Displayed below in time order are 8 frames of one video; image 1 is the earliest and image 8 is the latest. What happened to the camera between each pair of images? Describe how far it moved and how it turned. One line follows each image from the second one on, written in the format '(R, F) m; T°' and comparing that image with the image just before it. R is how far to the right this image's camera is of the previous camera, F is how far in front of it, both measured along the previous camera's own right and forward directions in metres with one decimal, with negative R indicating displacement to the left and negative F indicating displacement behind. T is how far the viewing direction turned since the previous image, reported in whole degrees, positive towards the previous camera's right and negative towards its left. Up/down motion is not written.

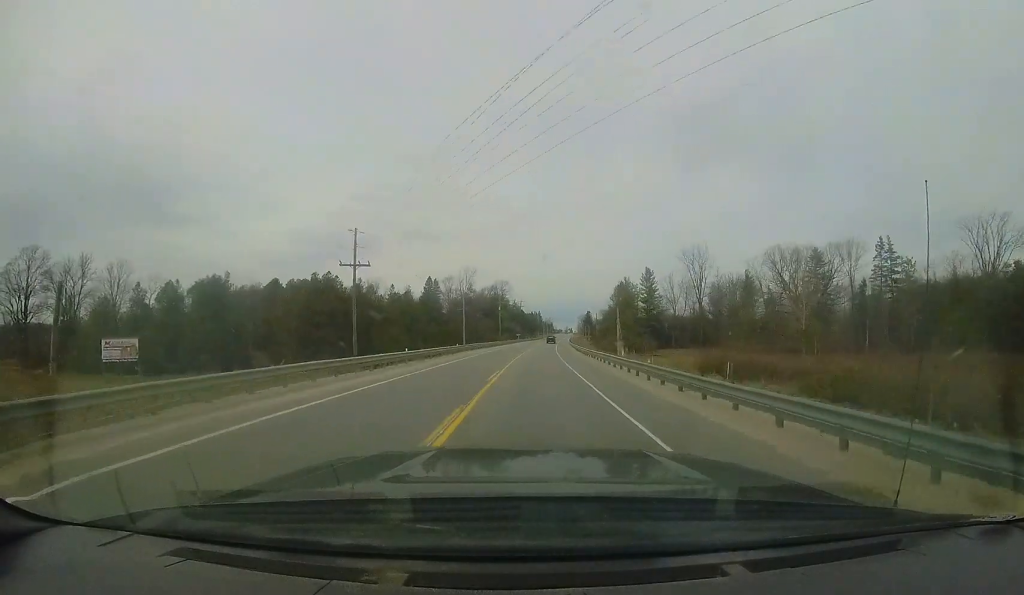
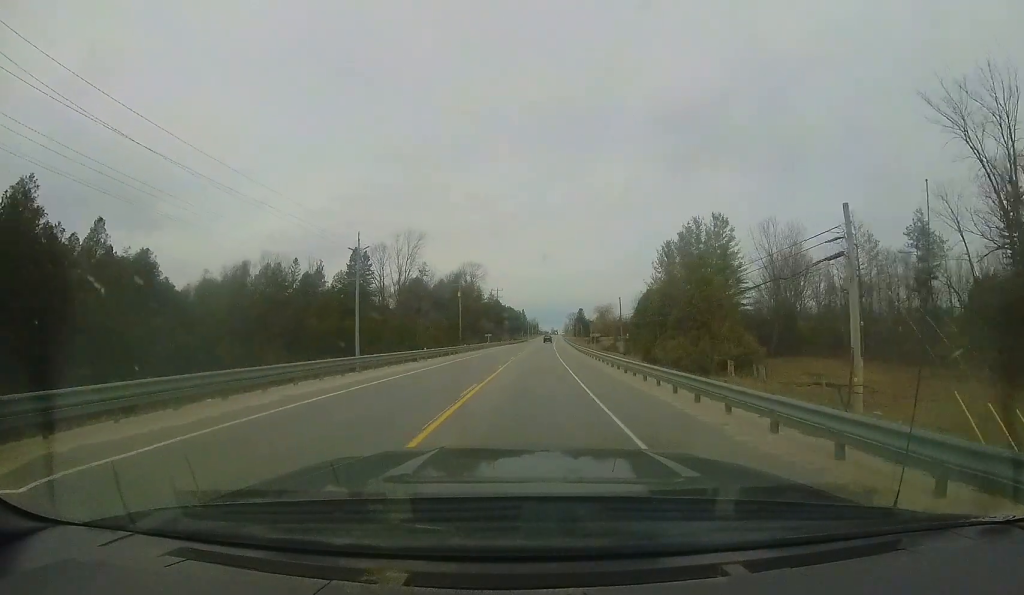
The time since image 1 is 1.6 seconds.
(+0.9, +41.0) m; +2°
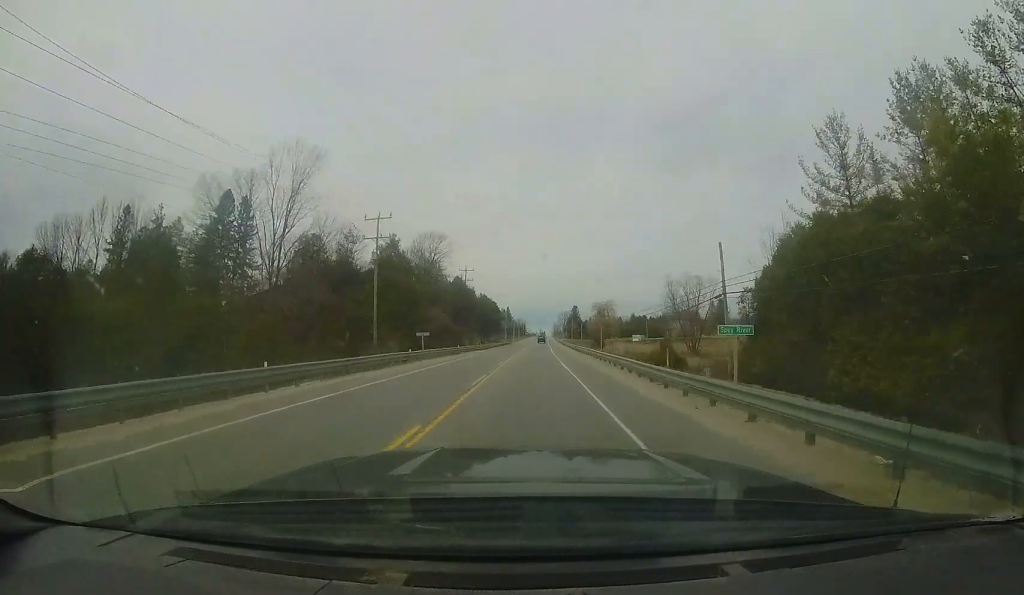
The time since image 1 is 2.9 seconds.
(+0.1, +34.4) m; +2°
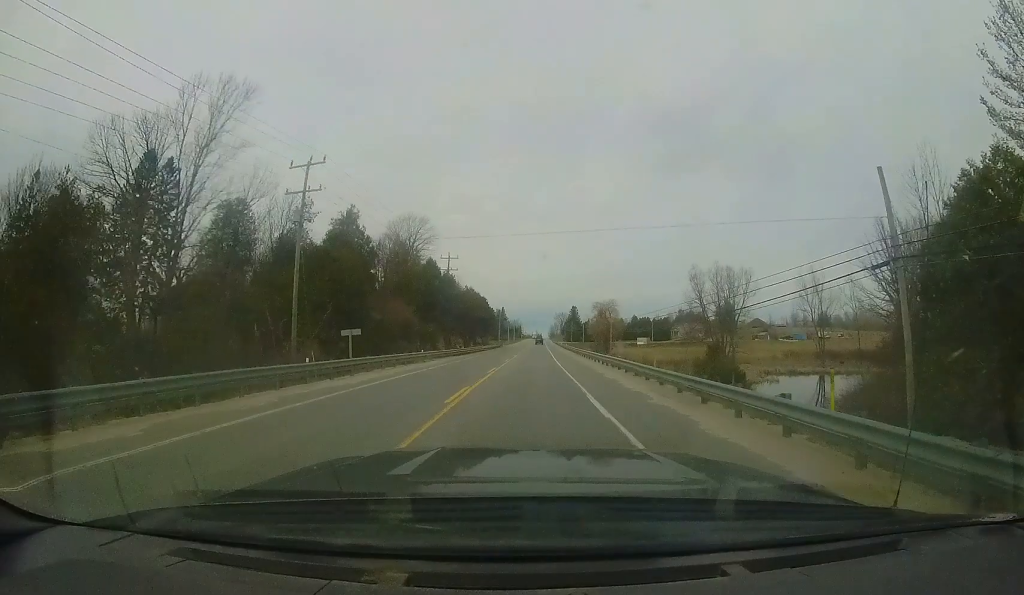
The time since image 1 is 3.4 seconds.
(+0.3, +12.8) m; +1°
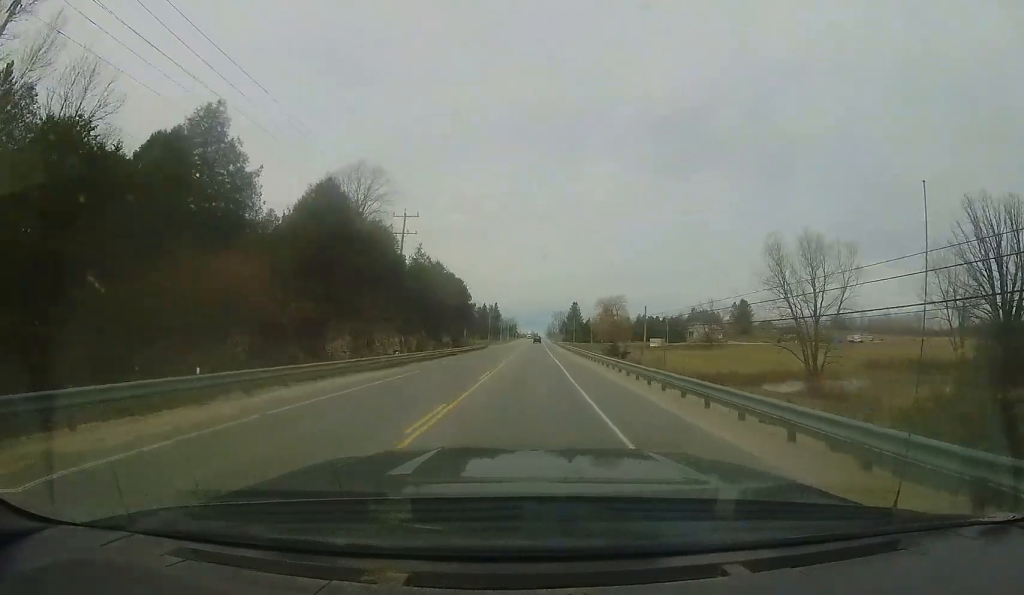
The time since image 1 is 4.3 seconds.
(+0.2, +21.3) m; +1°
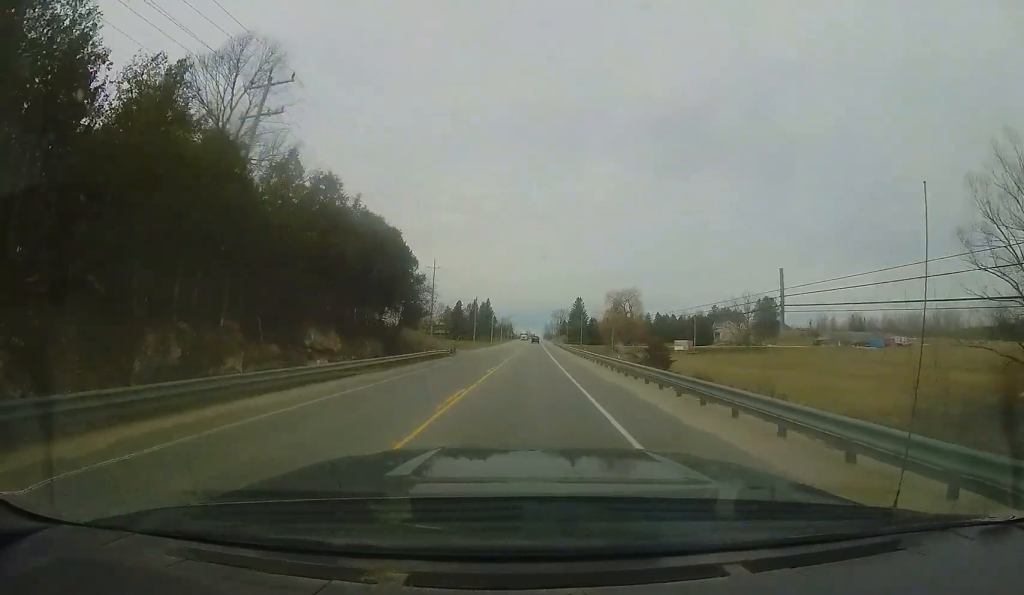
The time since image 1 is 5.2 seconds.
(+0.2, +24.6) m; +1°
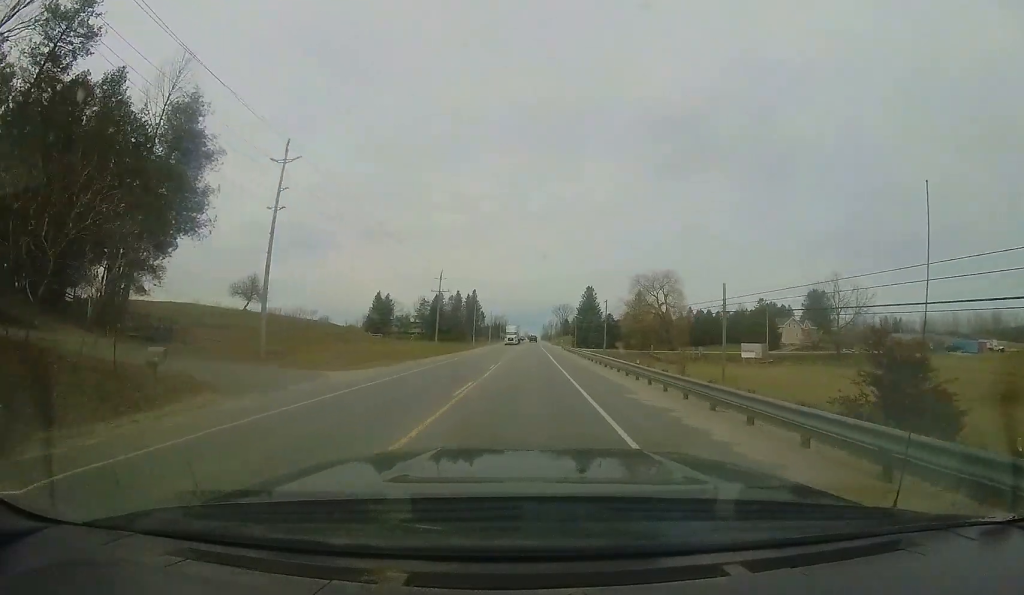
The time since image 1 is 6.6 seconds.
(+0.7, +35.4) m; +2°
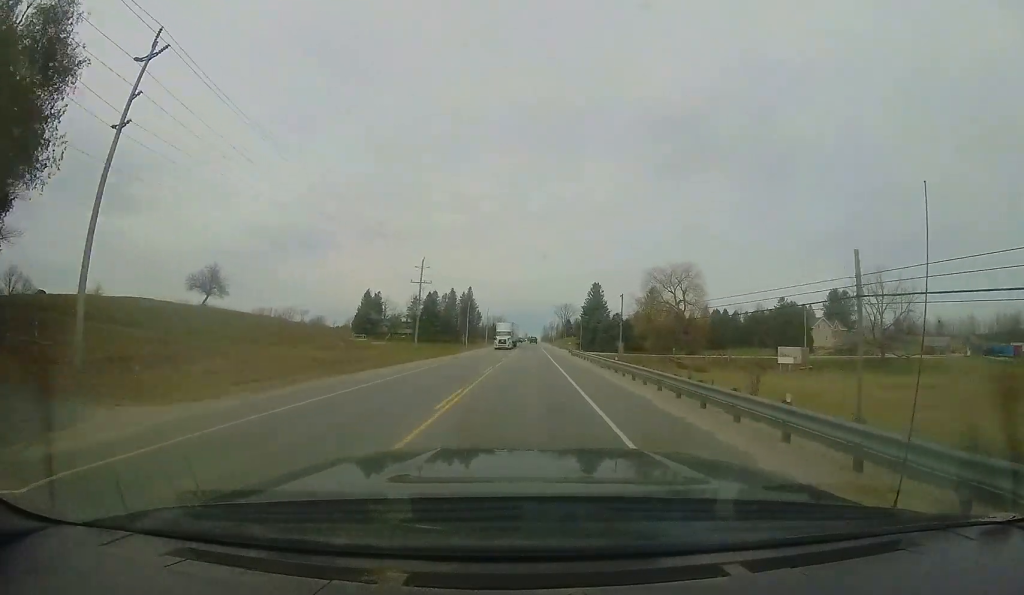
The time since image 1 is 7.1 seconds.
(0.0, +10.9) m; 0°
